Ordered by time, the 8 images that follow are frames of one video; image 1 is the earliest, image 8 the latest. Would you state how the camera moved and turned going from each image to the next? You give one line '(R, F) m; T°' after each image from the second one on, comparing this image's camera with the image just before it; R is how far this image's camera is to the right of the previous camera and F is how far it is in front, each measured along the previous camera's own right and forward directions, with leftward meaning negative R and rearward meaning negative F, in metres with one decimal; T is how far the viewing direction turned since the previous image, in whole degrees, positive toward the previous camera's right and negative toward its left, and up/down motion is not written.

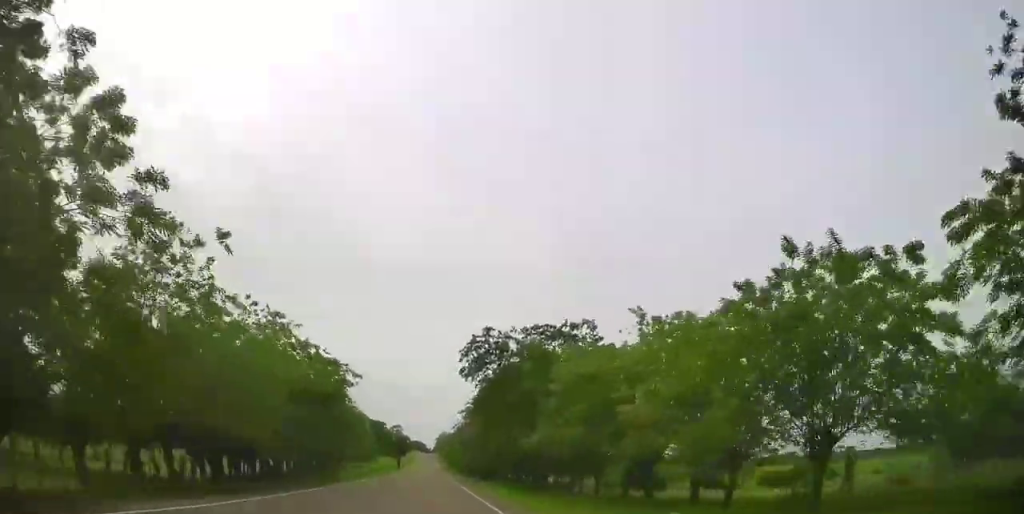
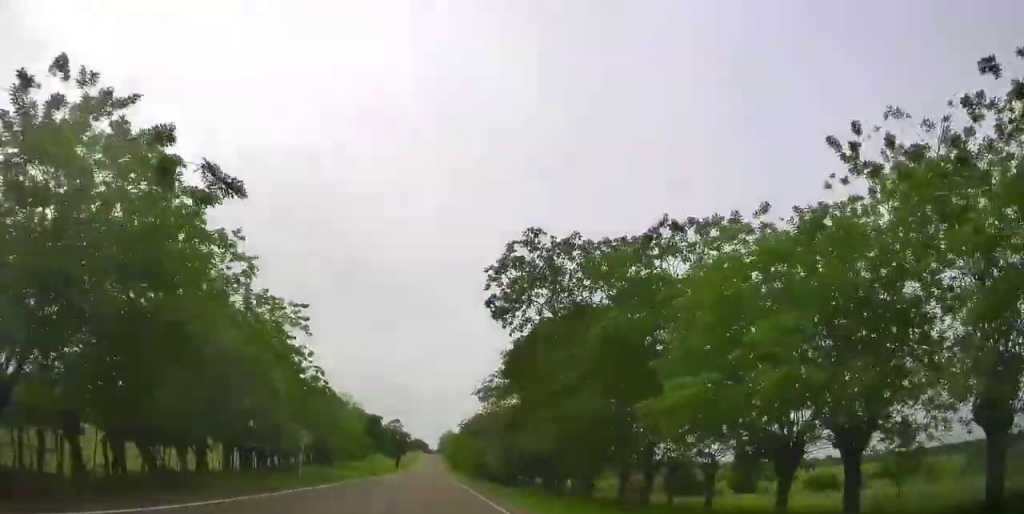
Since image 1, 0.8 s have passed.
(-0.1, +17.6) m; -4°
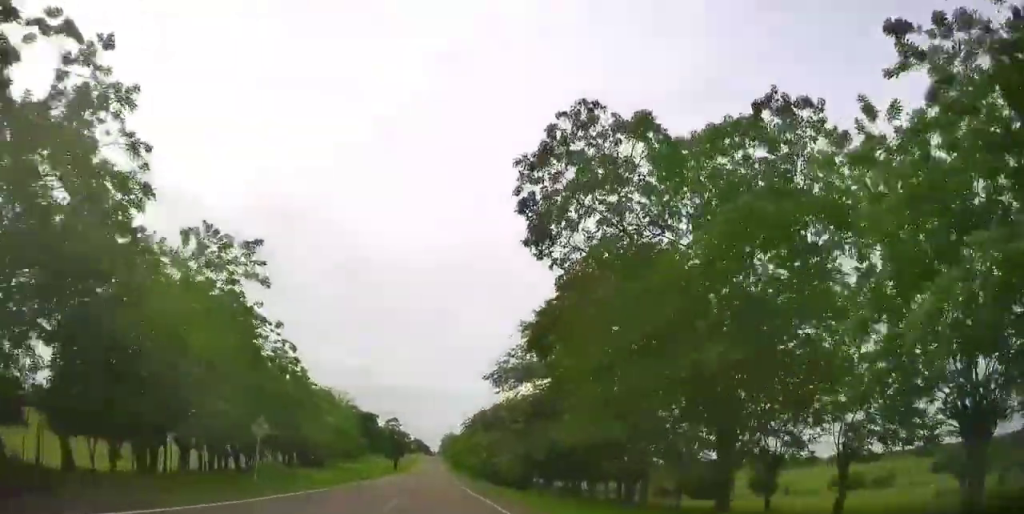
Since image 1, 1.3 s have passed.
(+0.5, +9.3) m; -3°
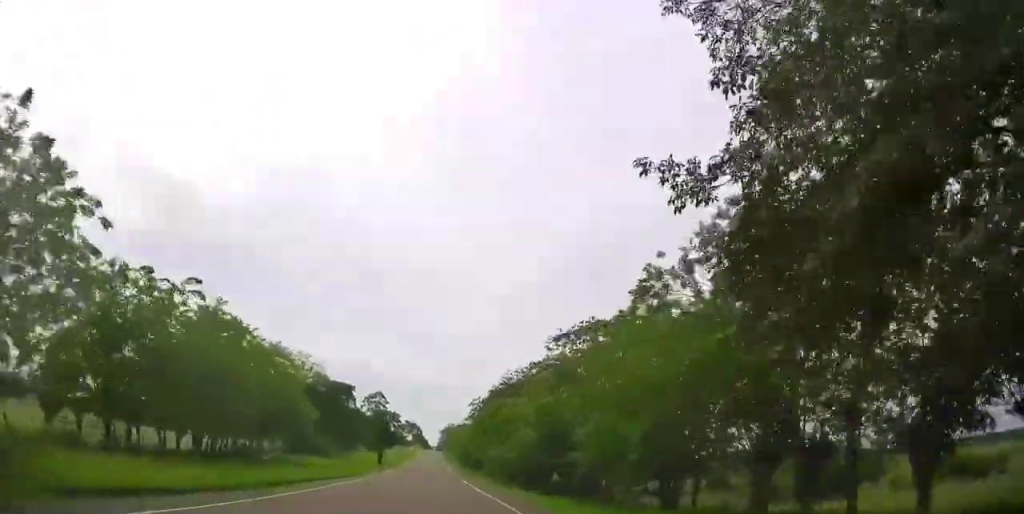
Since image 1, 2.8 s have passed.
(-0.2, +30.7) m; +7°
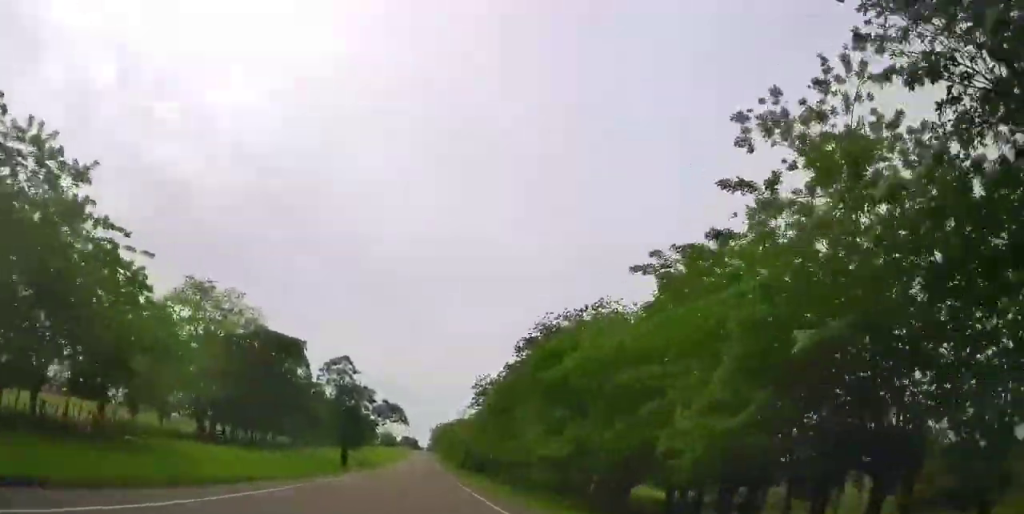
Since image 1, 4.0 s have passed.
(+1.2, +27.0) m; 0°
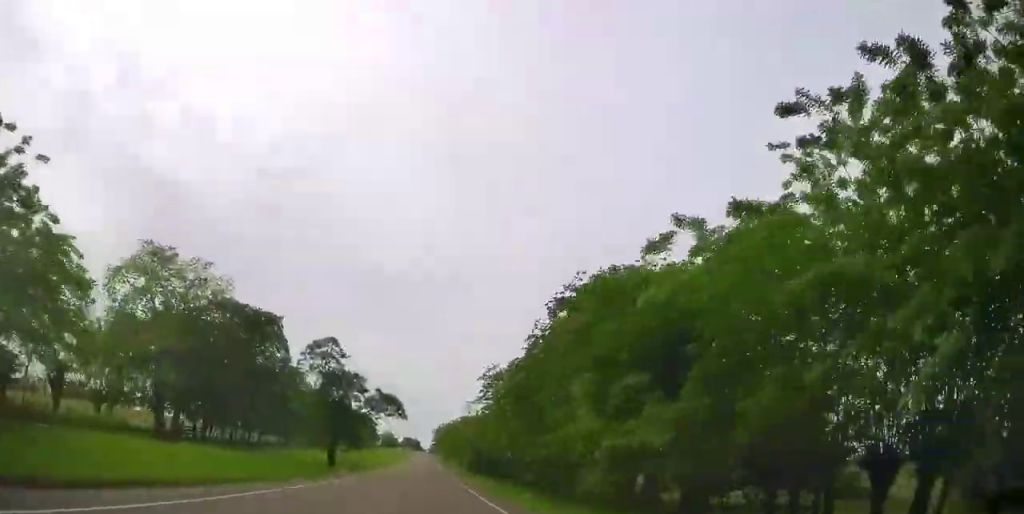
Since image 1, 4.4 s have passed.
(-1.4, +8.9) m; -1°
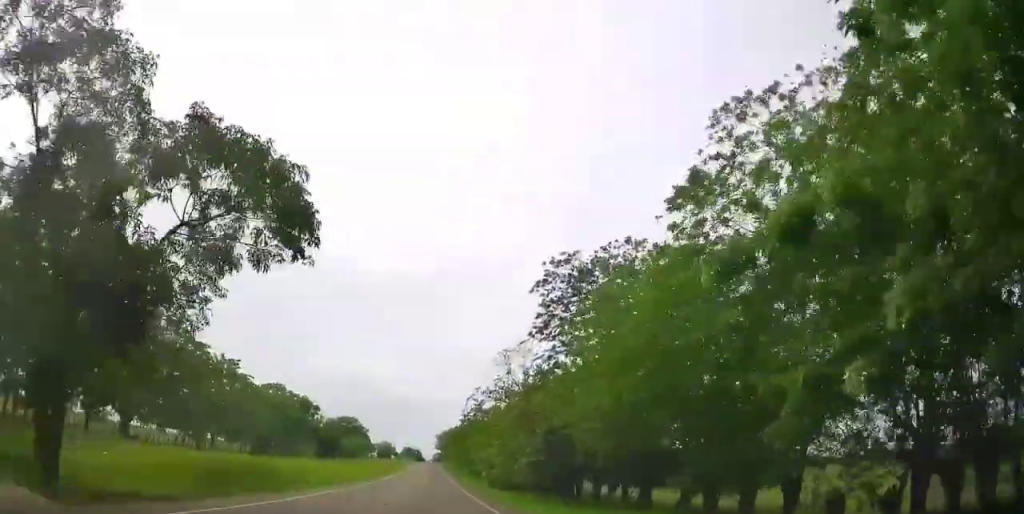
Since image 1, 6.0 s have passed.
(+4.3, +37.5) m; +11°
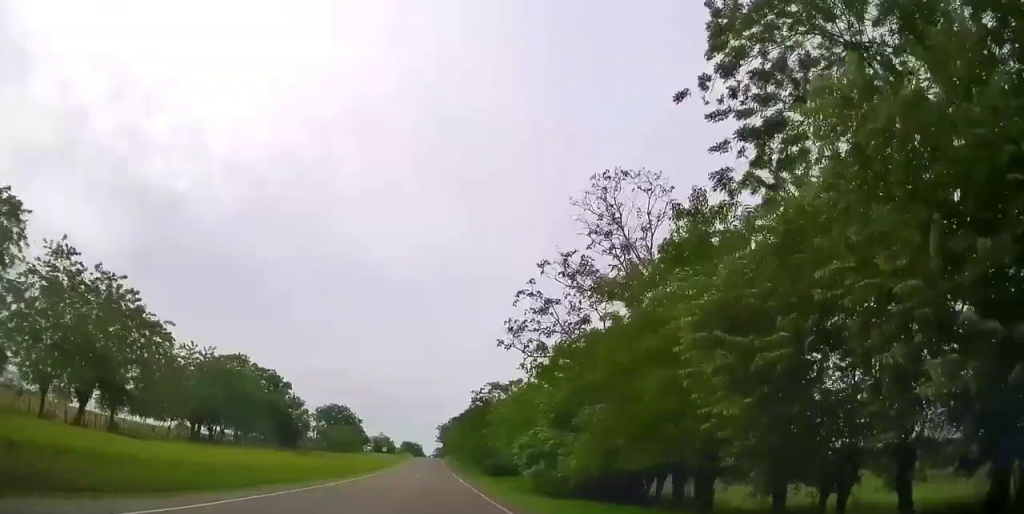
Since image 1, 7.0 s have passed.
(+1.9, +22.0) m; -2°
